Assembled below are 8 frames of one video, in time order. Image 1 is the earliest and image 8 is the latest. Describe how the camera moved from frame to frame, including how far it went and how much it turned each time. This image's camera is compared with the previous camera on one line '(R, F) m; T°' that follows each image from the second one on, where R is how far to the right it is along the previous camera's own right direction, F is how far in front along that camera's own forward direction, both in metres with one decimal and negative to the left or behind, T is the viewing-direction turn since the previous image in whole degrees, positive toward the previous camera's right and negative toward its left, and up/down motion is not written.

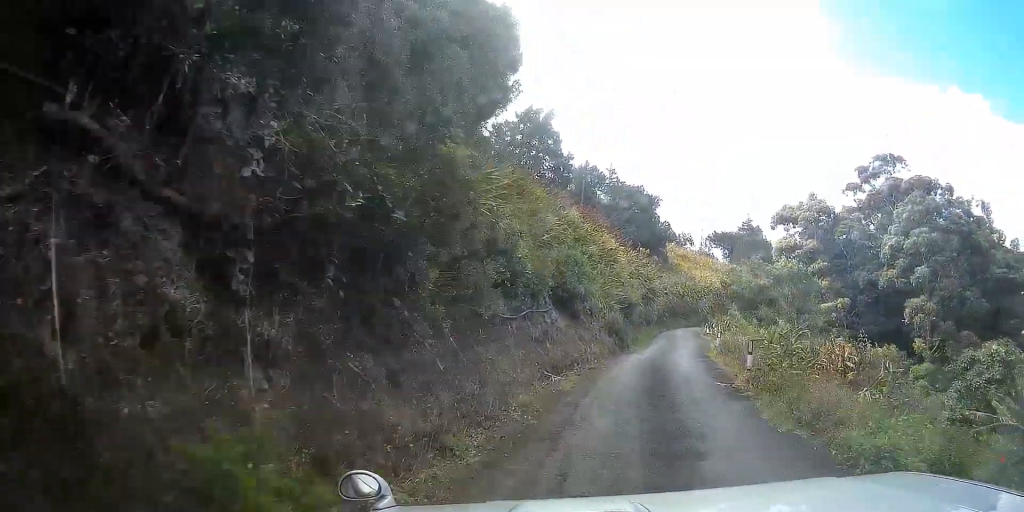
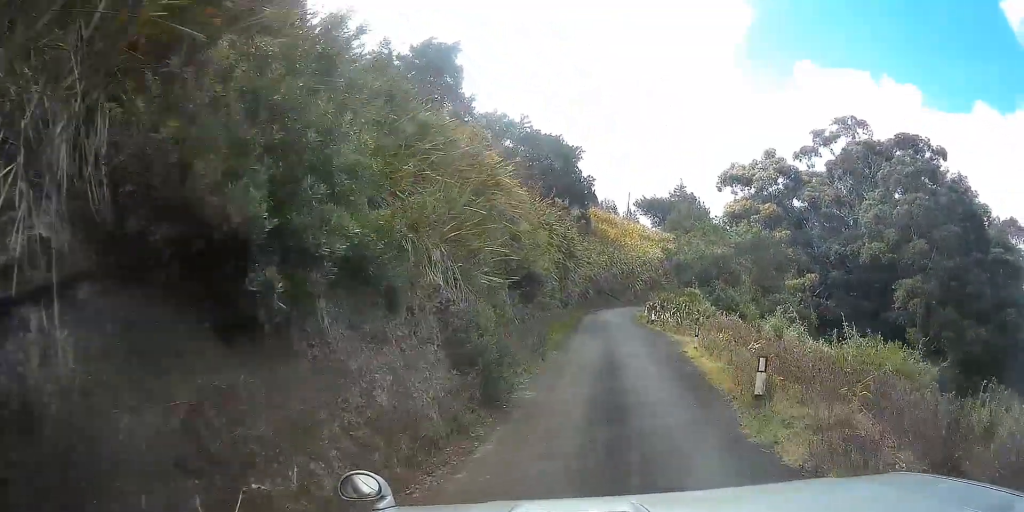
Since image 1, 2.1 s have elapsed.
(+1.3, +16.1) m; +9°
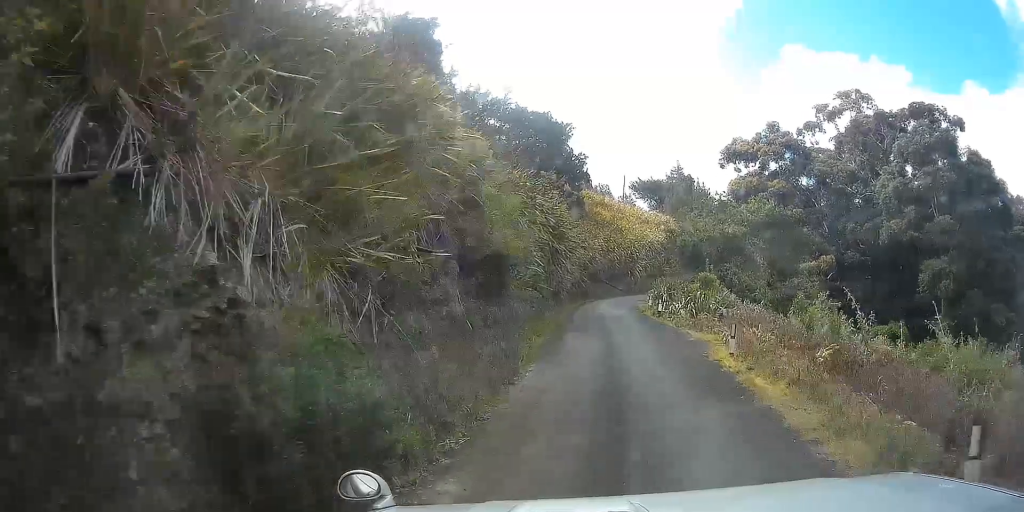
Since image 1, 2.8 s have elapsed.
(+0.2, +5.4) m; +2°
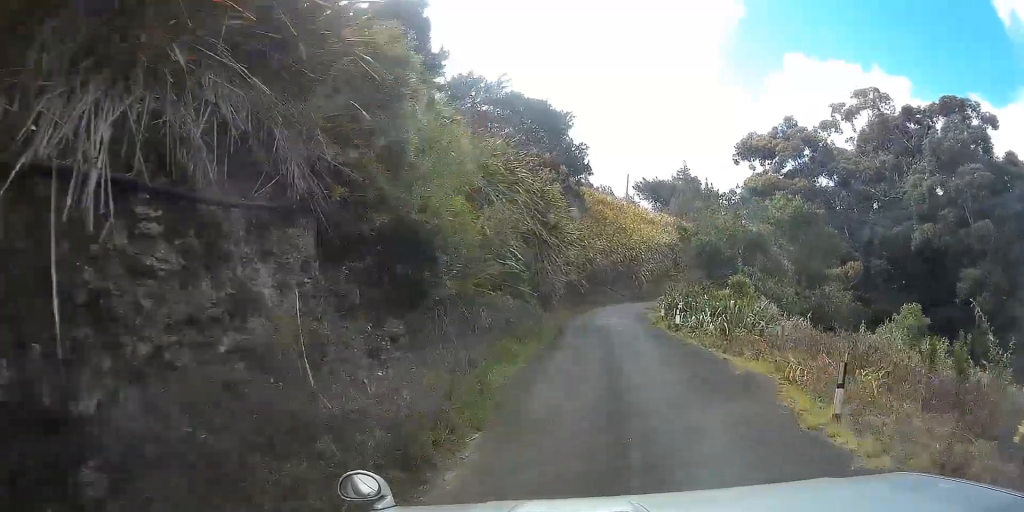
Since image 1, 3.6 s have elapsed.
(+0.1, +6.1) m; 0°
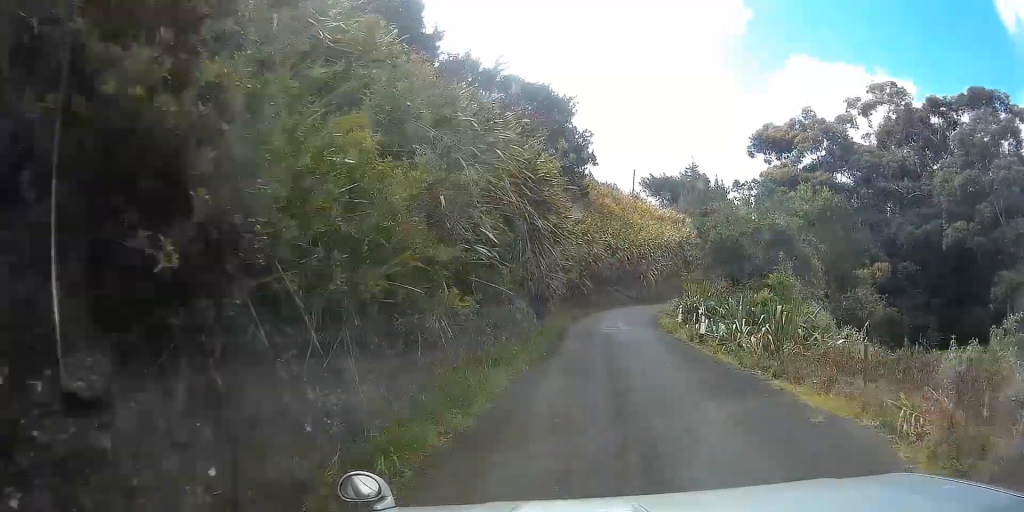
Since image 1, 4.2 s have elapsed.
(0.0, +4.4) m; -1°
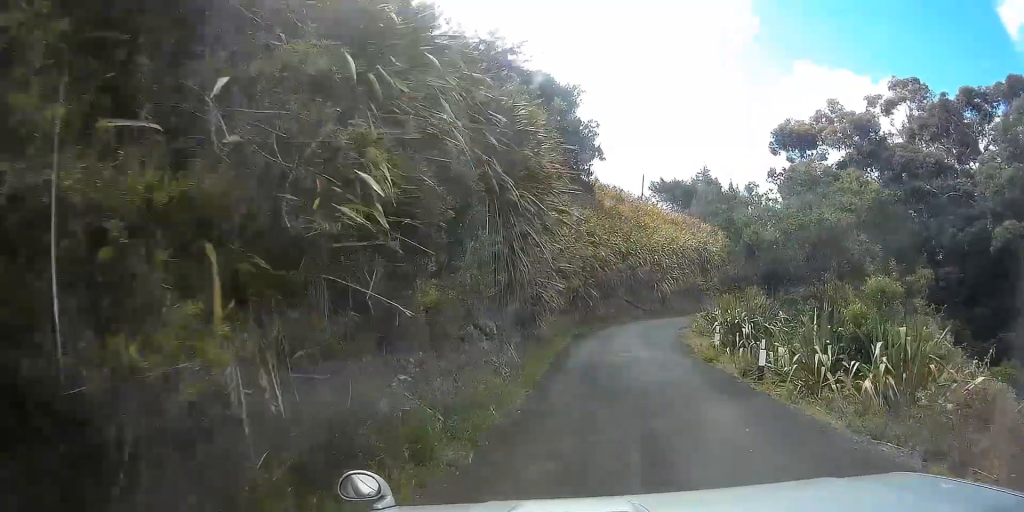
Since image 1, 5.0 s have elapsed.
(-0.1, +6.1) m; -1°
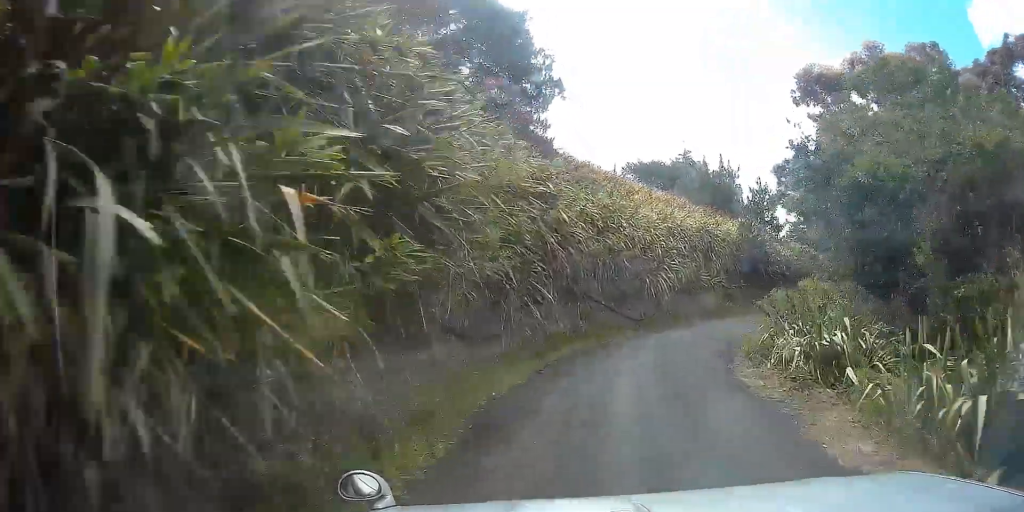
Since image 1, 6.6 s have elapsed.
(+0.2, +14.0) m; +4°
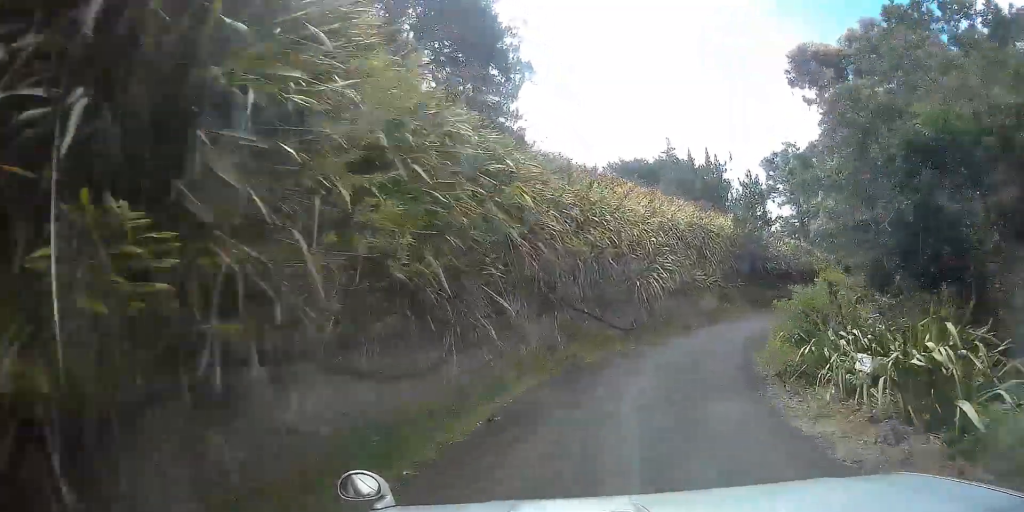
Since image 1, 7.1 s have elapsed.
(+0.1, +3.9) m; +2°
